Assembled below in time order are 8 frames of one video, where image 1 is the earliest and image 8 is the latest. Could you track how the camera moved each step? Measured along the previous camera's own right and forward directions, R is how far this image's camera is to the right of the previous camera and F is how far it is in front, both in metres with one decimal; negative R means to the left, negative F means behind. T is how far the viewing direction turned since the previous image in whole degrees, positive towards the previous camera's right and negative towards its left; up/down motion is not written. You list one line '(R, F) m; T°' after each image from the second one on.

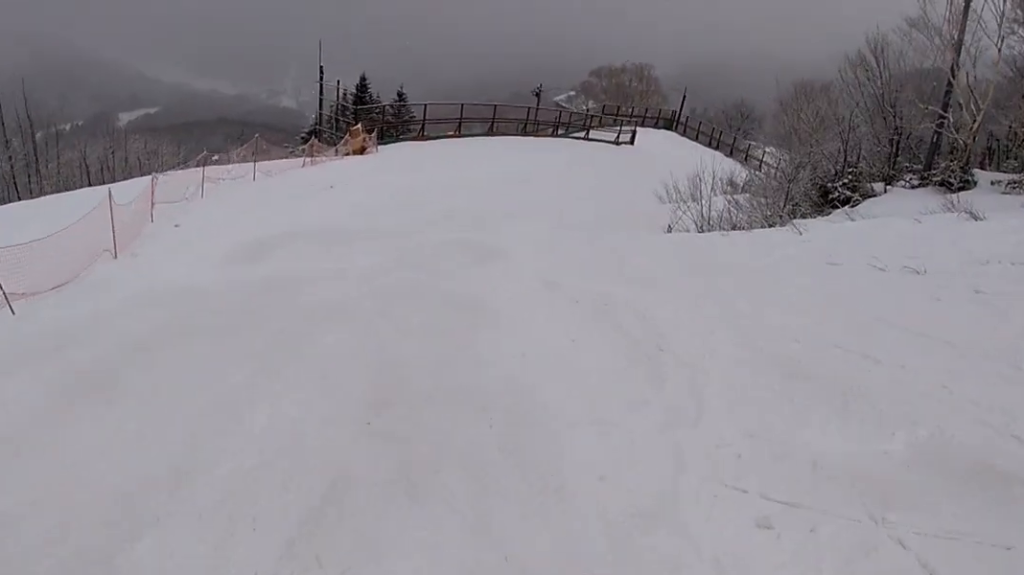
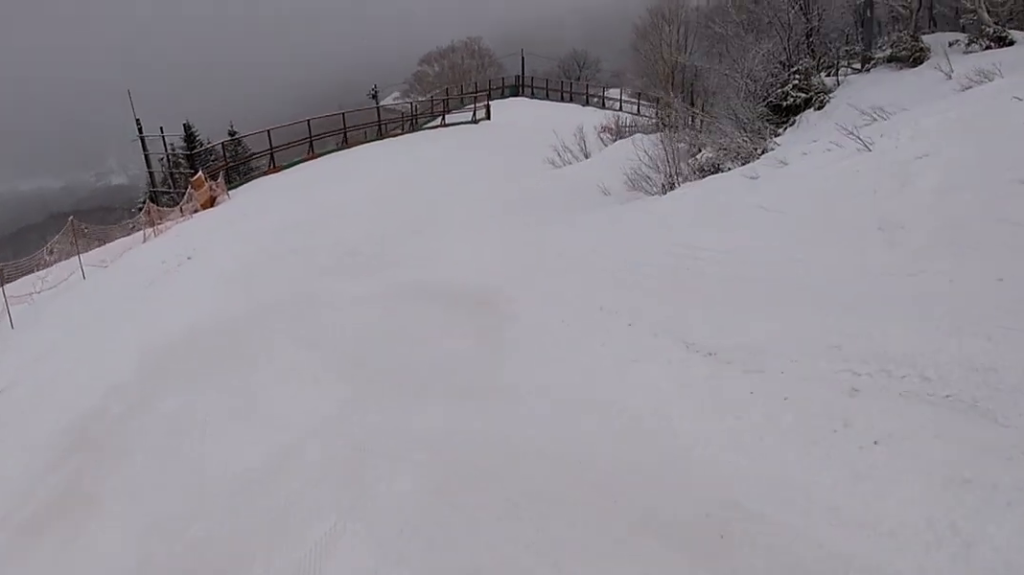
(0.0, +5.4) m; +2°
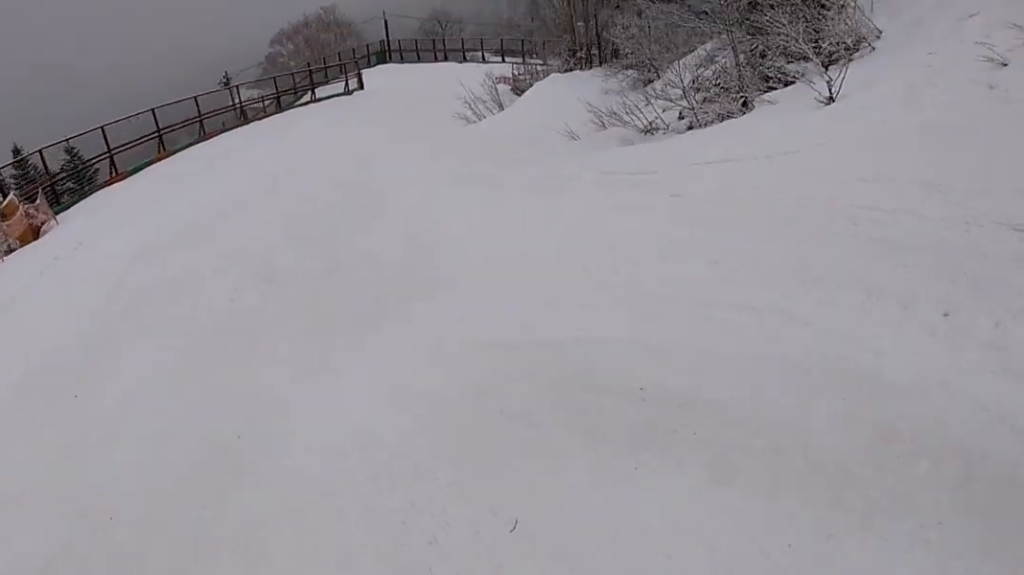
(+0.1, +6.4) m; +10°
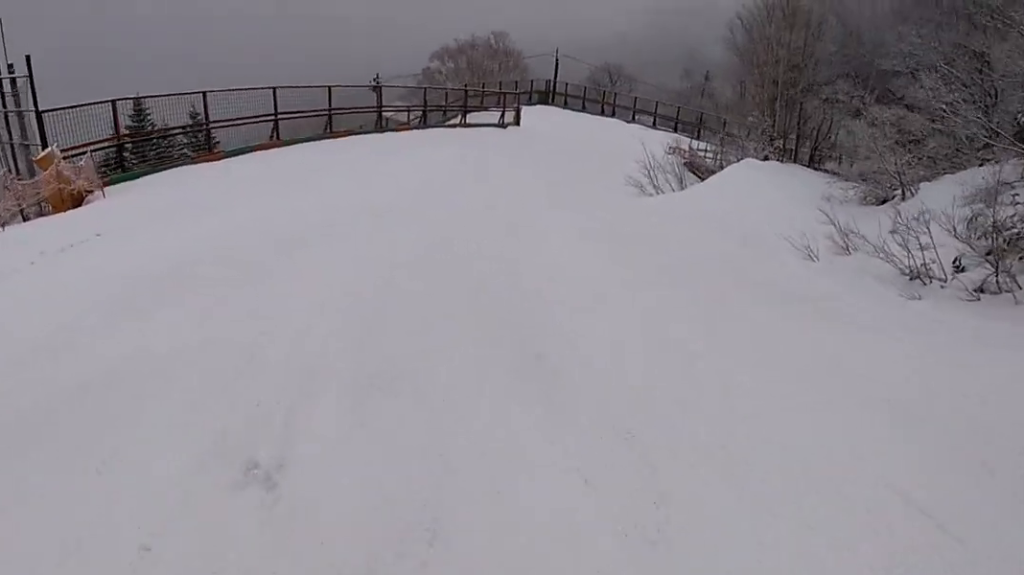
(+0.8, +5.1) m; -1°
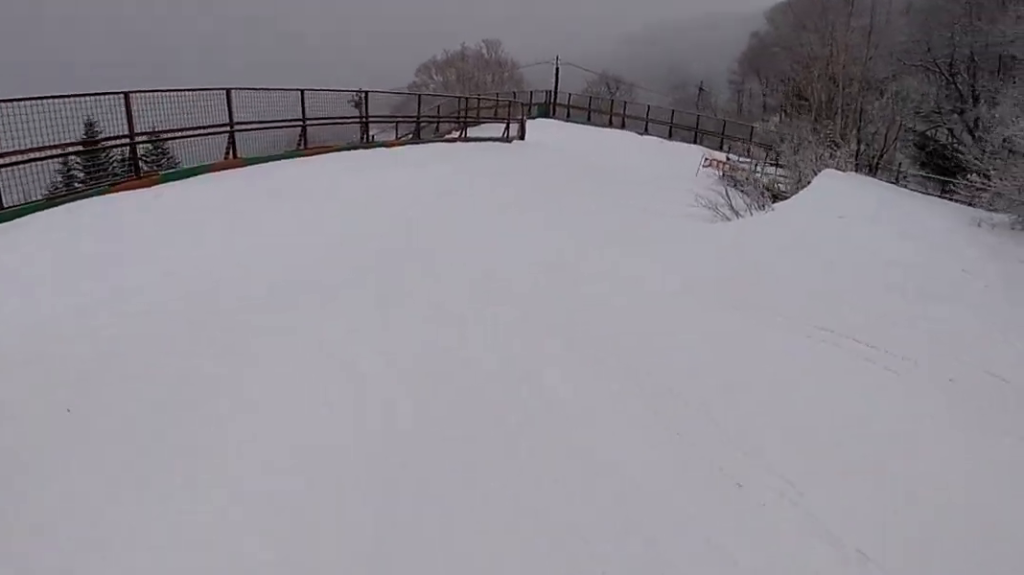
(-0.3, +5.3) m; +6°
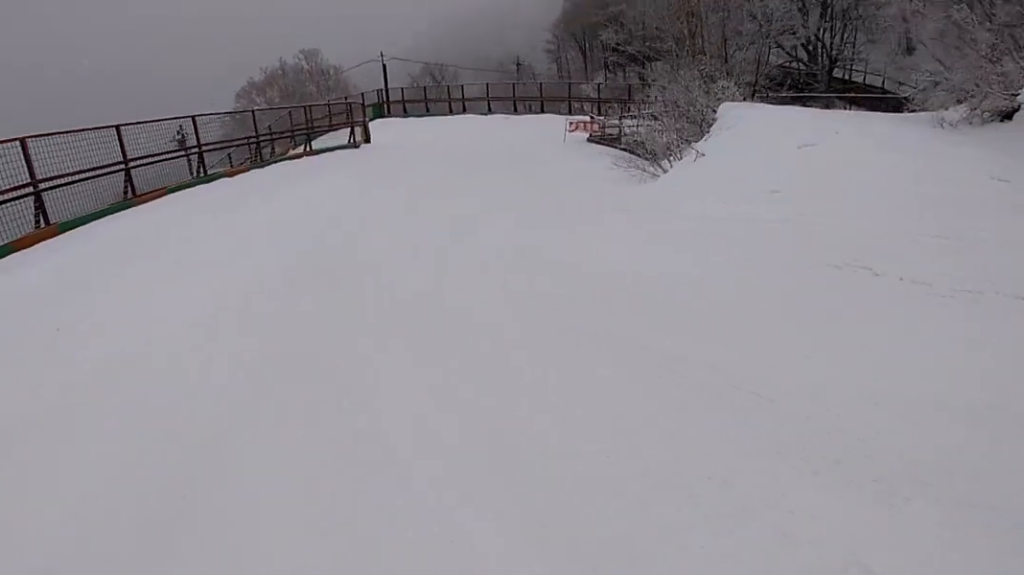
(-0.9, +3.0) m; +6°
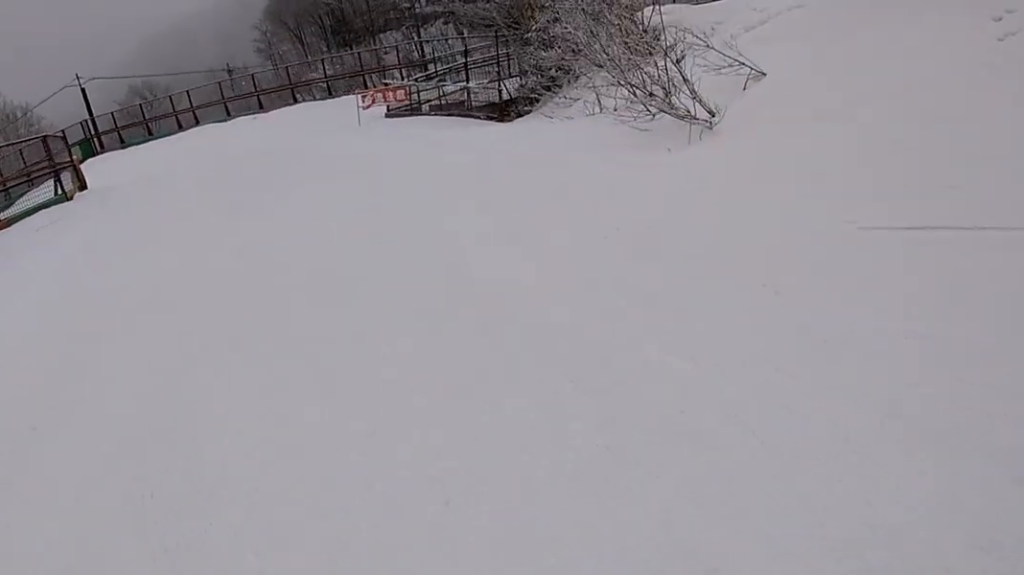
(+3.4, +7.6) m; +25°
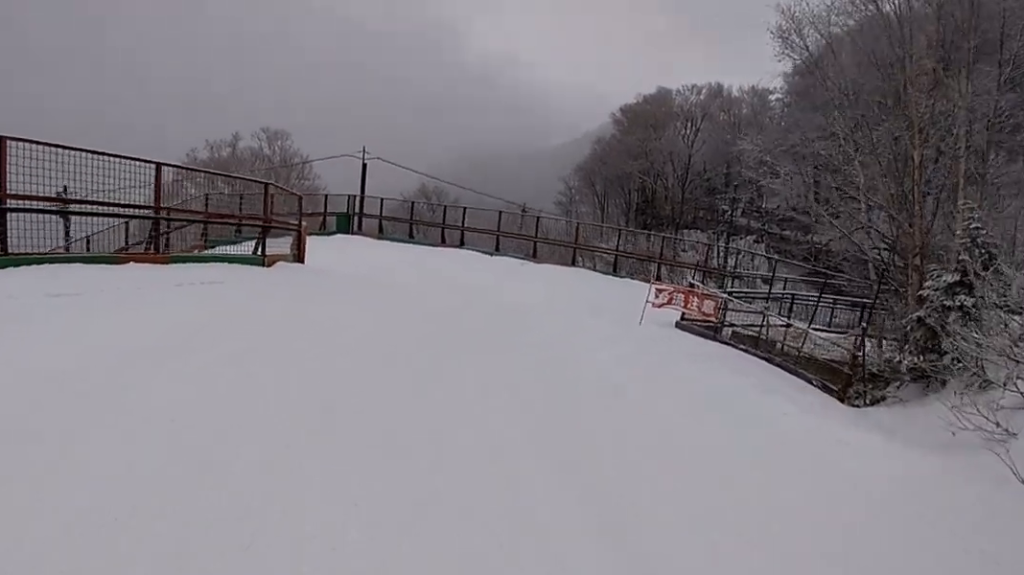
(-0.2, +5.5) m; -9°
